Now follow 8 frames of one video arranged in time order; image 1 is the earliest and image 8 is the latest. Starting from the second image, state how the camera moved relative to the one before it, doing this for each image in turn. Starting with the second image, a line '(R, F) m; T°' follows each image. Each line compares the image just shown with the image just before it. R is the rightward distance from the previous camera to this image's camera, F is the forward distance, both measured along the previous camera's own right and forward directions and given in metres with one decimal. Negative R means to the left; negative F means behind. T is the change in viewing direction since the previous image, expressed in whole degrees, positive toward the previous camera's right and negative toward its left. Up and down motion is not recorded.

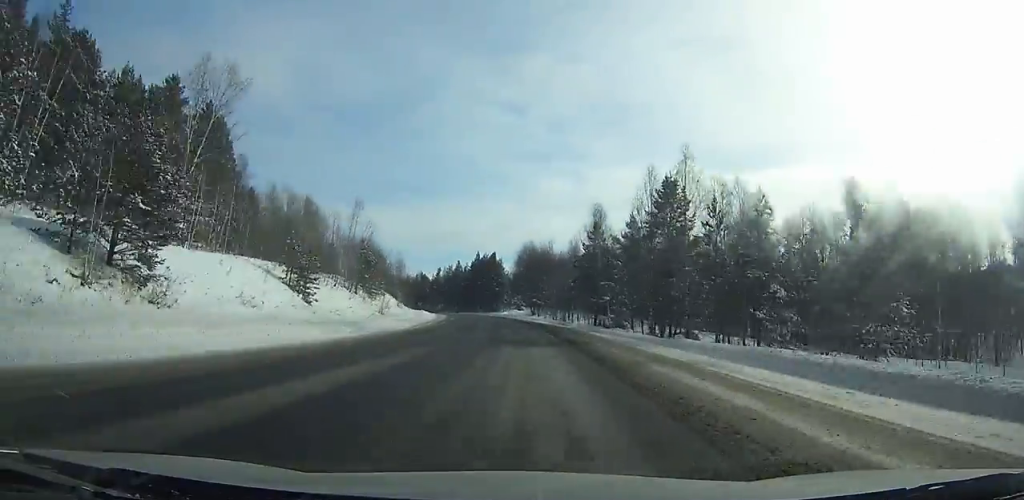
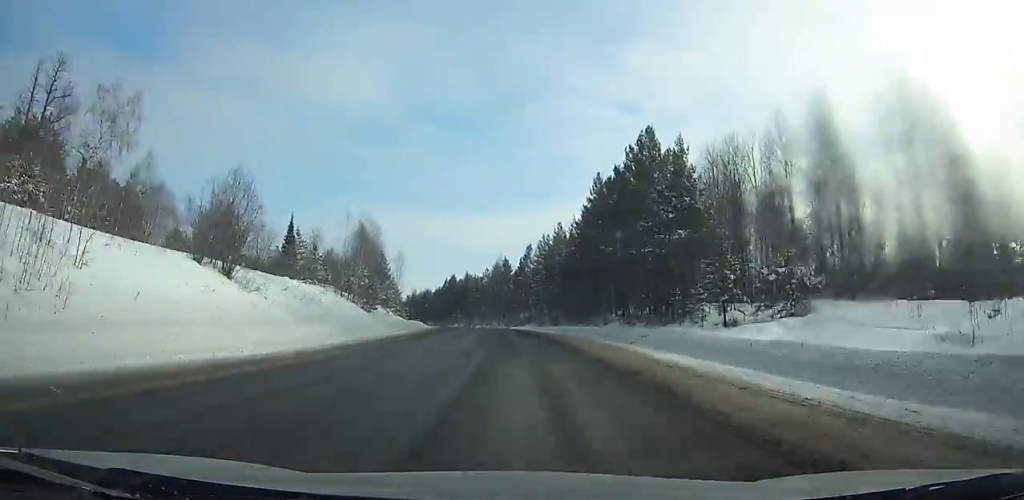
(-10.8, +119.2) m; -11°
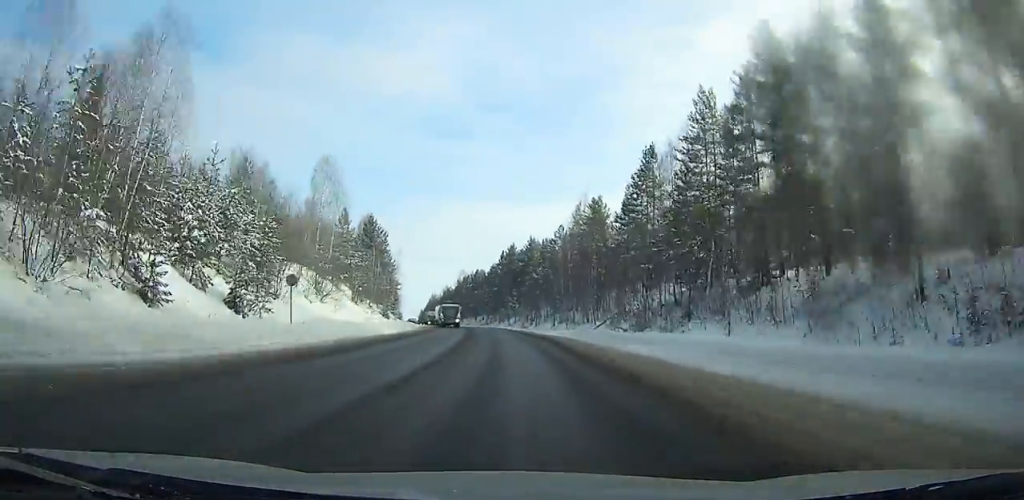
(-6.4, +83.4) m; -9°
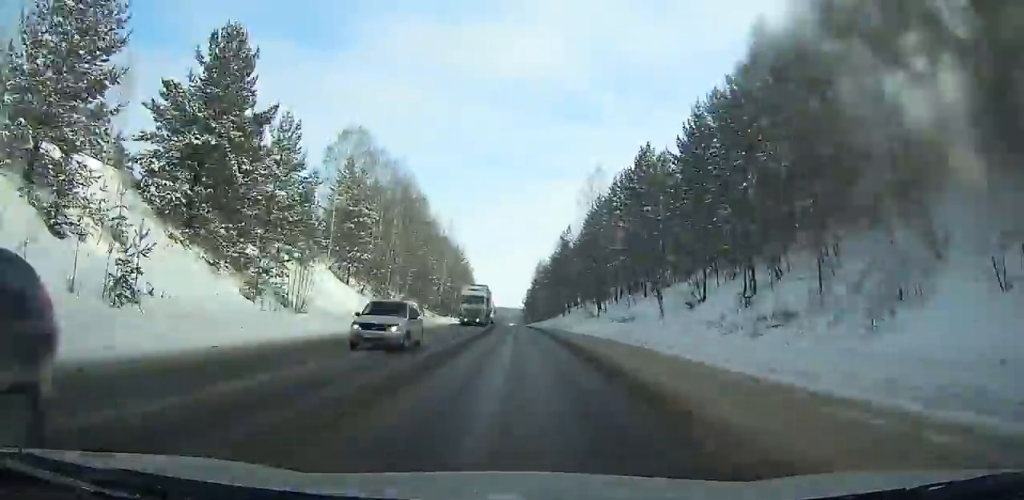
(-15.7, +137.3) m; -11°
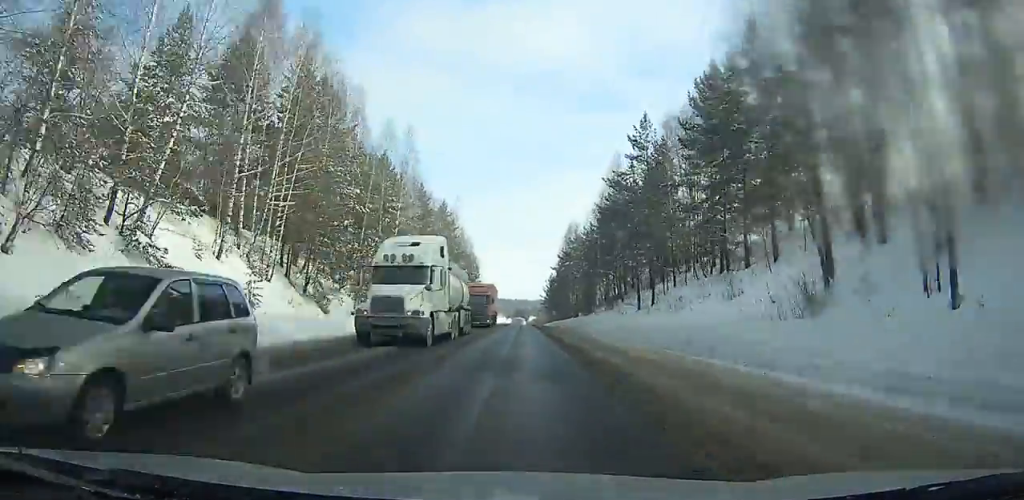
(-1.4, +55.9) m; -2°
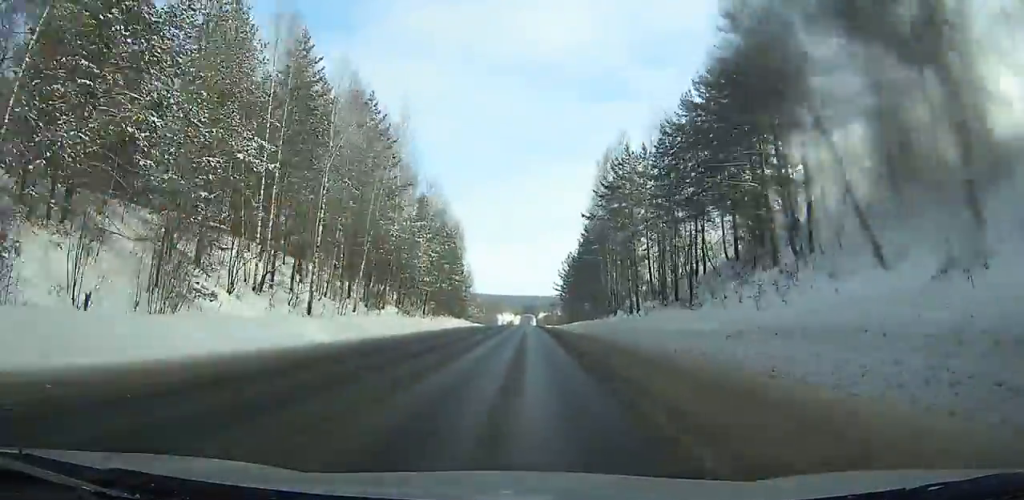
(-0.6, +49.8) m; -1°
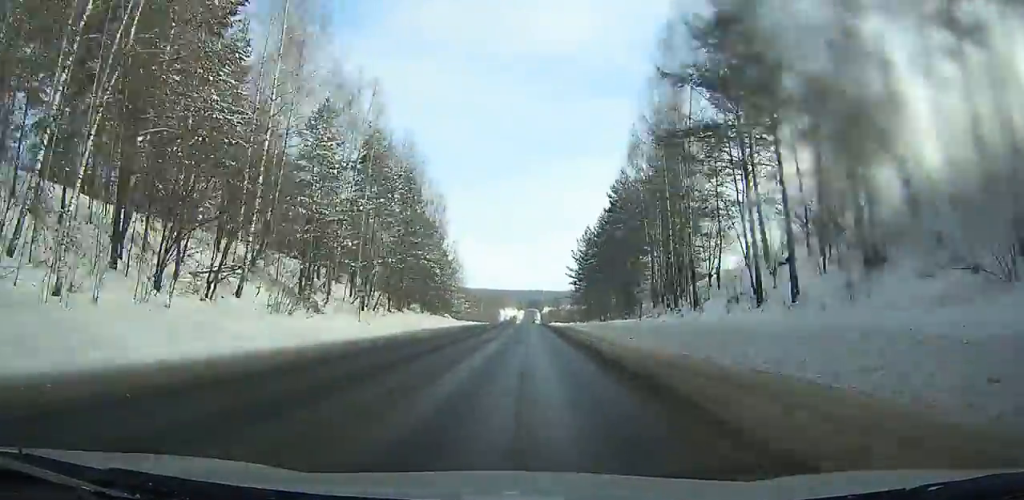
(-0.1, +31.5) m; 0°
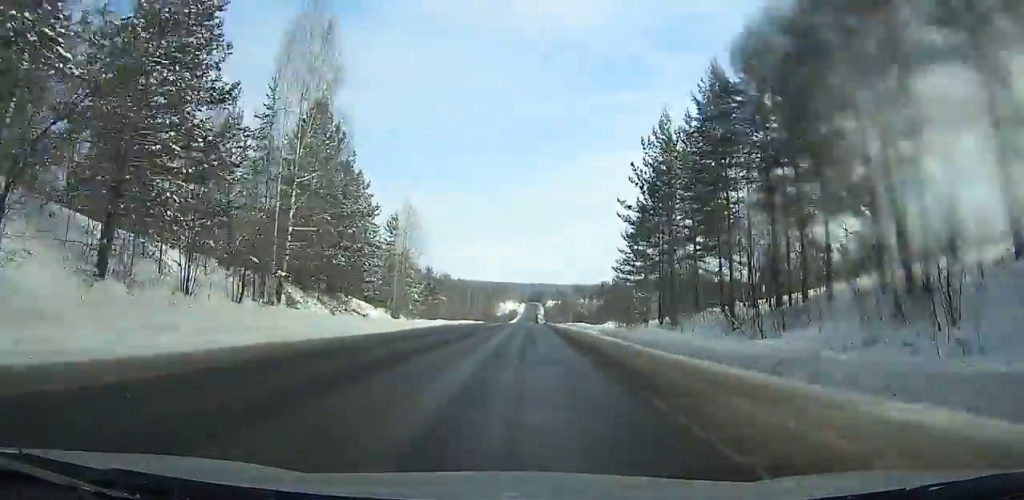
(-0.2, +53.9) m; 0°
